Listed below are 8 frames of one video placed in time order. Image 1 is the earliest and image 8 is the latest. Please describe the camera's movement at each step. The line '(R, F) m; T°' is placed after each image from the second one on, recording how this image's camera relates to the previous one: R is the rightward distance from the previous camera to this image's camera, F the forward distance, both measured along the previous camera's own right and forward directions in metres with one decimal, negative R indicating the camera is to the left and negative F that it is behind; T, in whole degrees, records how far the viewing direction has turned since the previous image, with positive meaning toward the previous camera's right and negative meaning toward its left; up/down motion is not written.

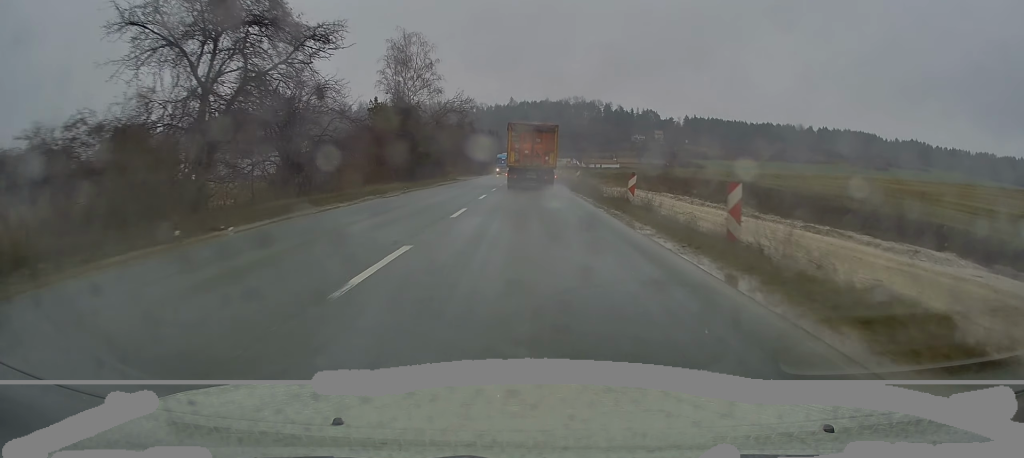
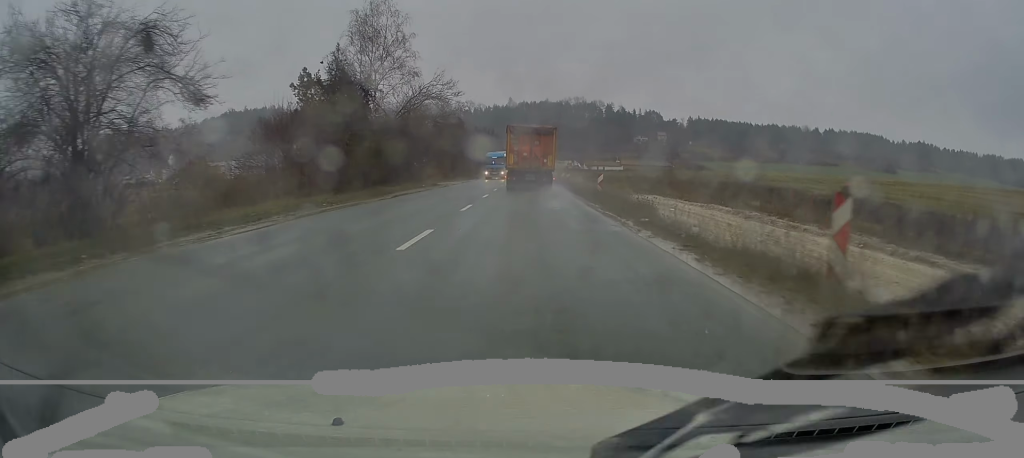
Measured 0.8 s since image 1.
(0.0, +15.1) m; 0°
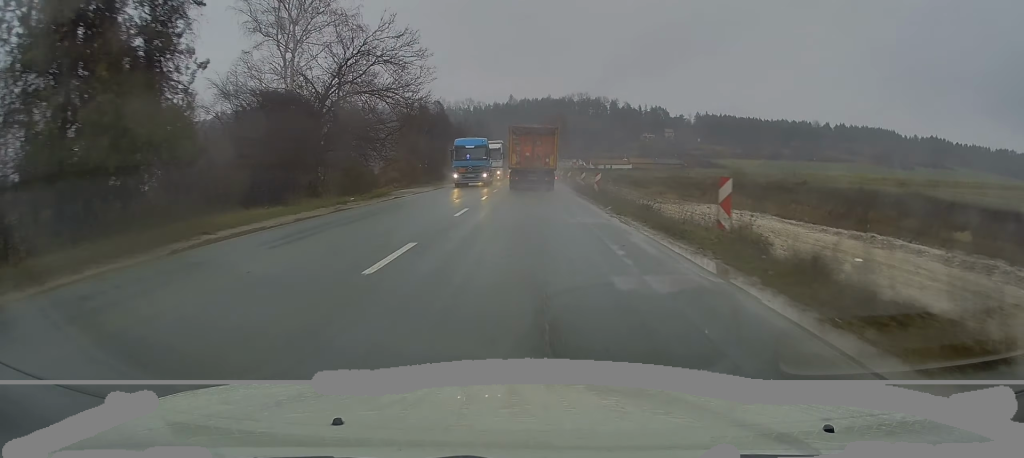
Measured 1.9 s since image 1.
(0.0, +20.0) m; 0°
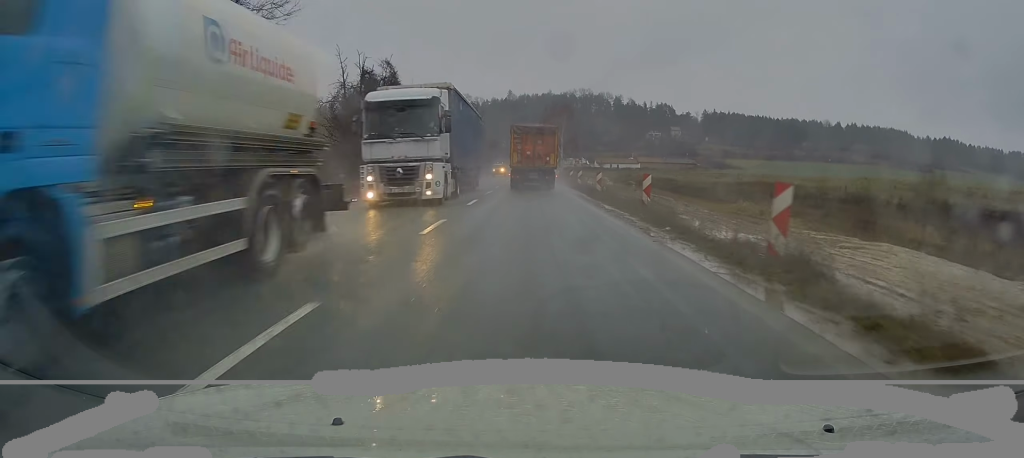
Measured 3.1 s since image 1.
(0.0, +23.1) m; 0°
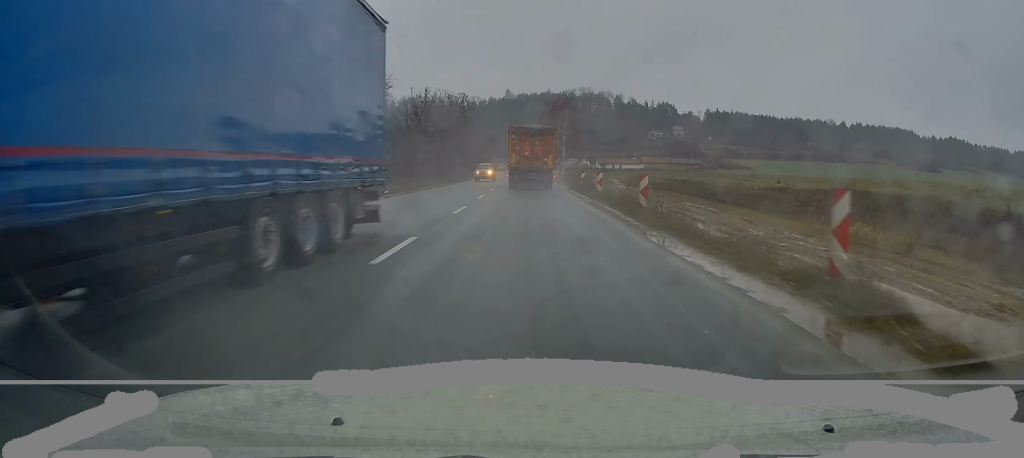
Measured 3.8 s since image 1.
(0.0, +12.5) m; 0°
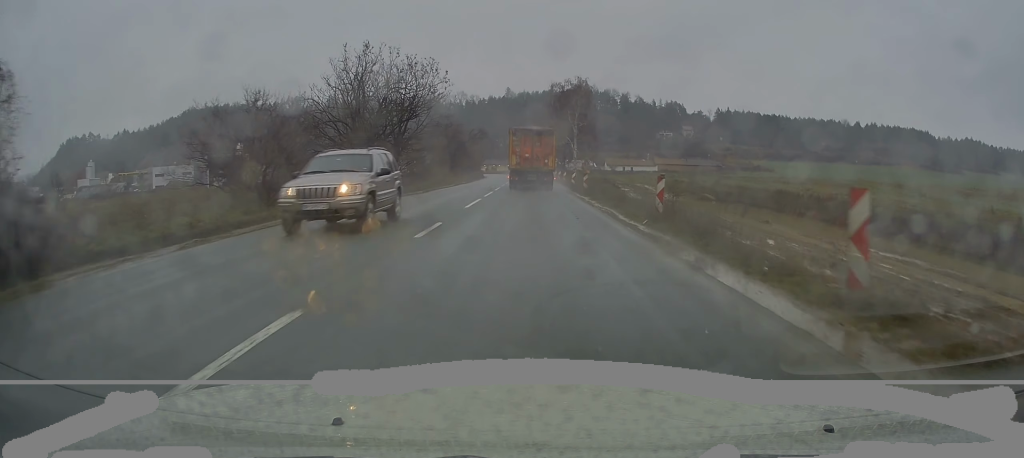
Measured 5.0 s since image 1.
(0.0, +23.5) m; 0°
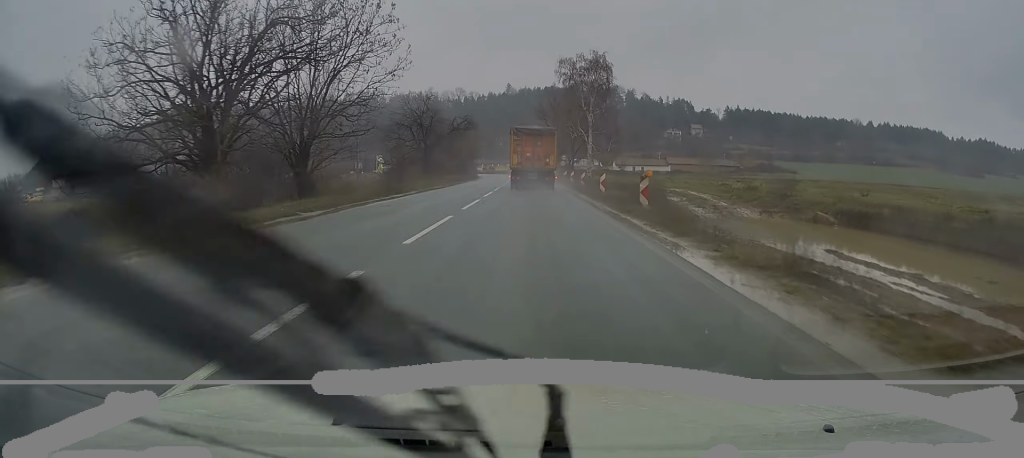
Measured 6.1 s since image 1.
(-0.1, +19.1) m; 0°
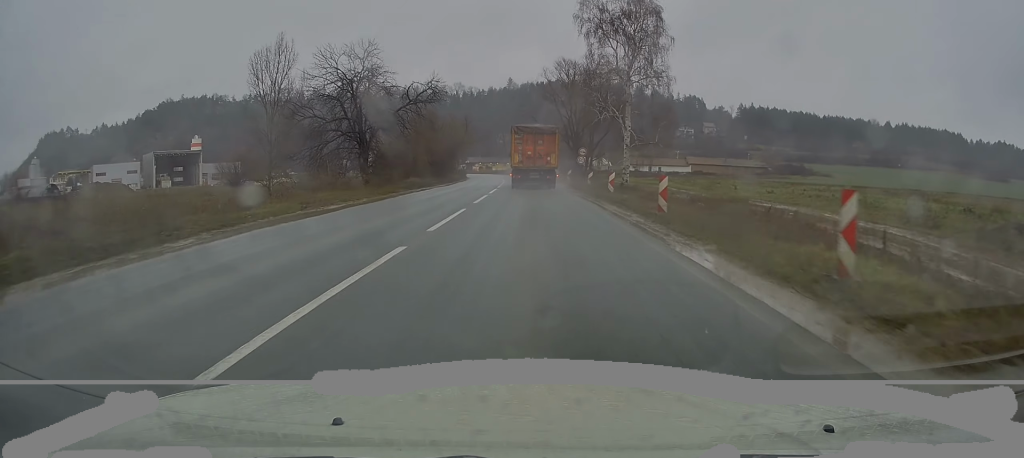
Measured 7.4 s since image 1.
(+0.1, +24.6) m; 0°
